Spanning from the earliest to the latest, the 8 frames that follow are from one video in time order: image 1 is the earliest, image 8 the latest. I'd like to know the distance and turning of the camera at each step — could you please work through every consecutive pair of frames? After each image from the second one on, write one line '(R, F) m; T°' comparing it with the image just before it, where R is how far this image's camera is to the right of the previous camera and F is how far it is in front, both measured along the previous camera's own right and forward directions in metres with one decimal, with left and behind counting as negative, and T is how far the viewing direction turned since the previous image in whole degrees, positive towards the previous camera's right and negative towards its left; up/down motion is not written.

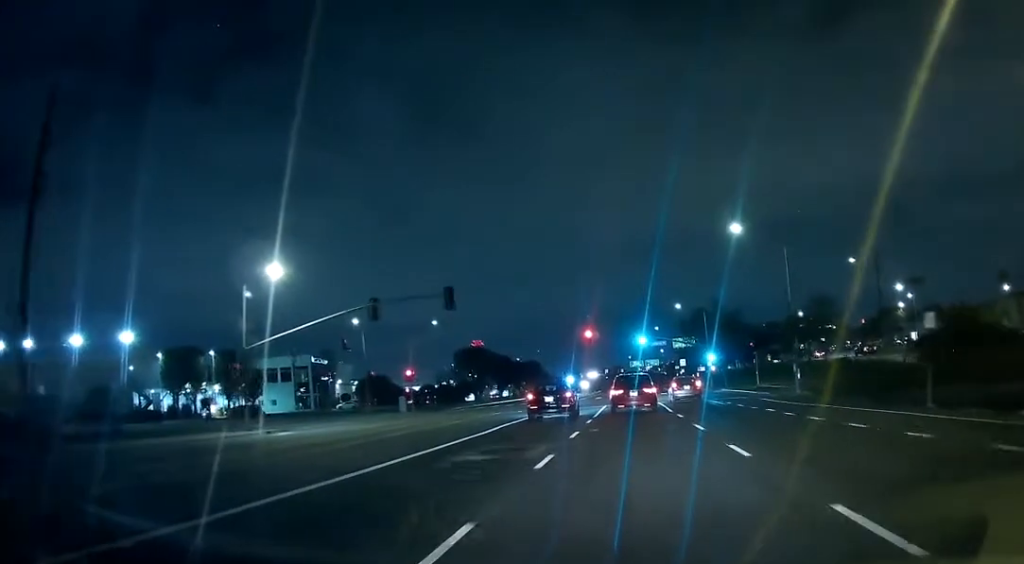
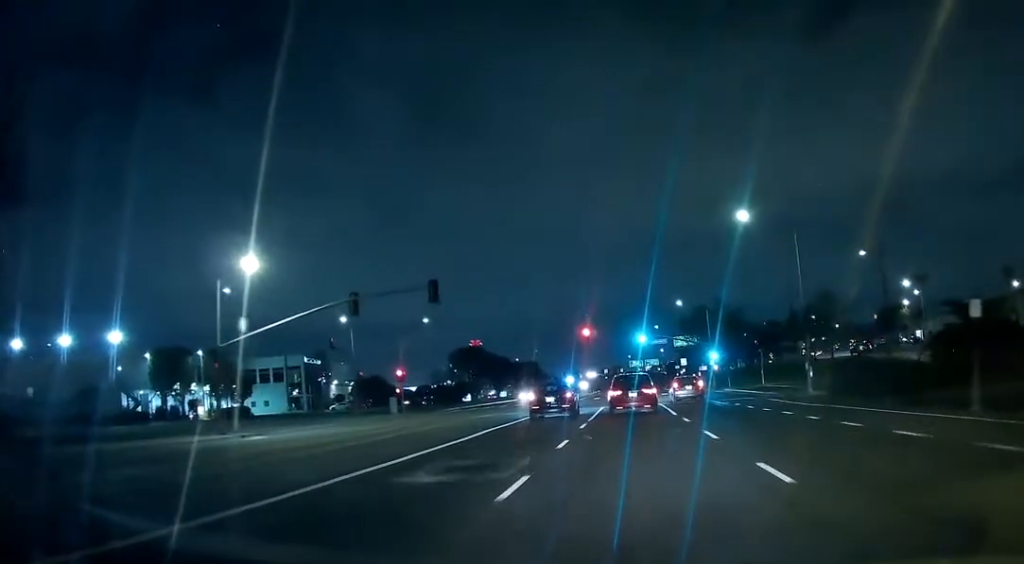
(0.0, +3.6) m; 0°
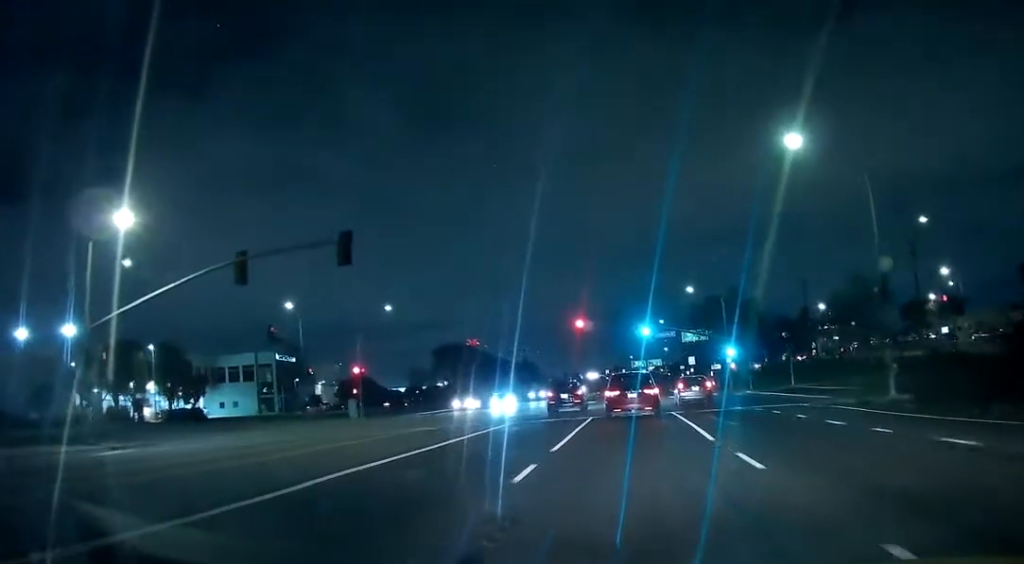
(-0.4, +13.4) m; -2°
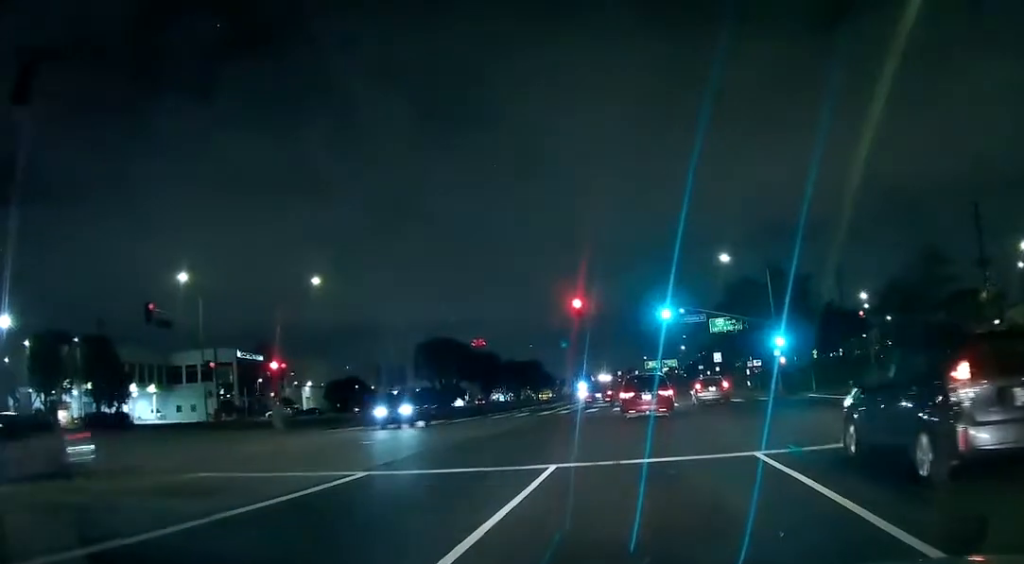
(+0.2, +18.4) m; +2°
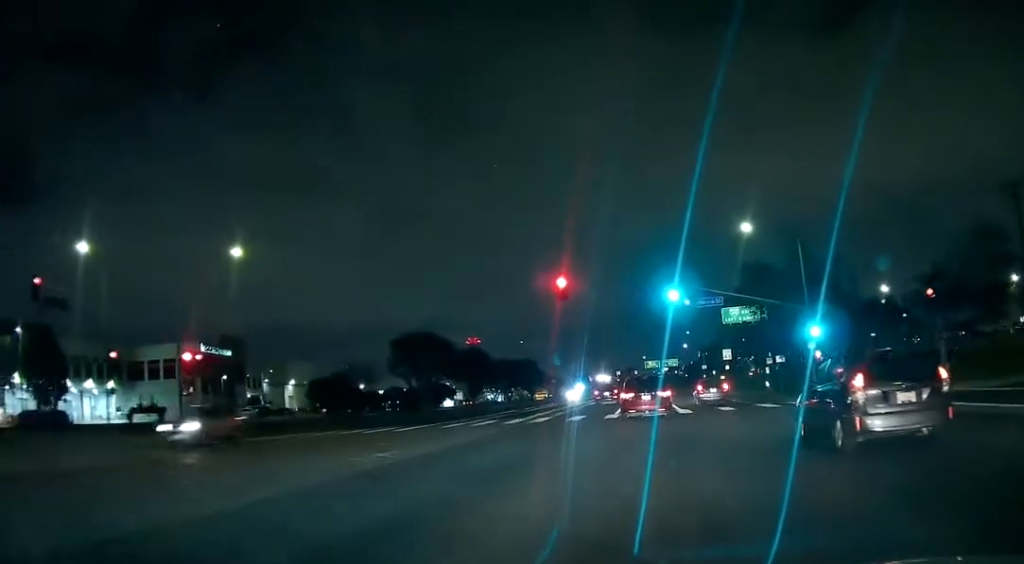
(+0.1, +10.7) m; 0°
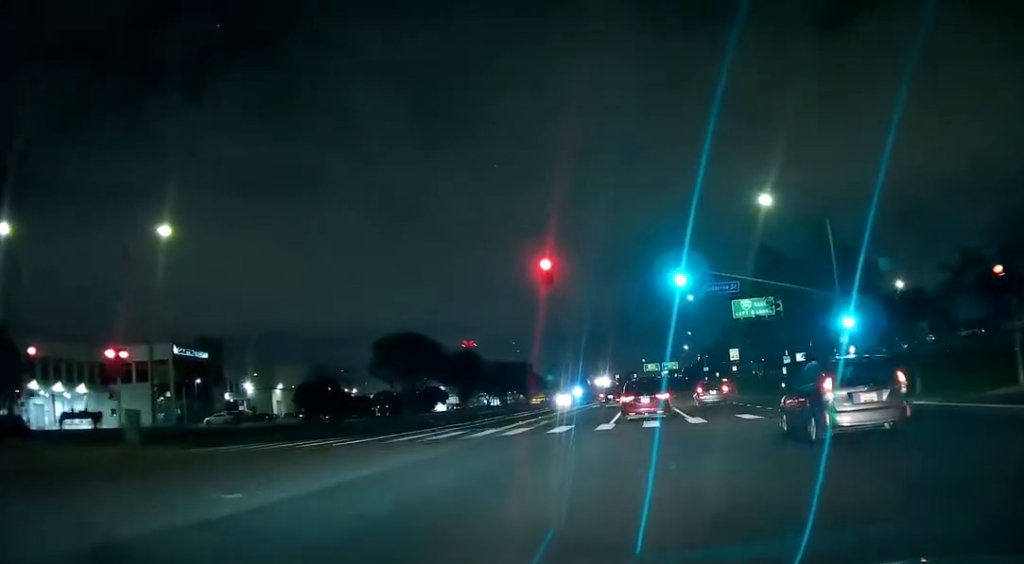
(-0.2, +7.2) m; 0°
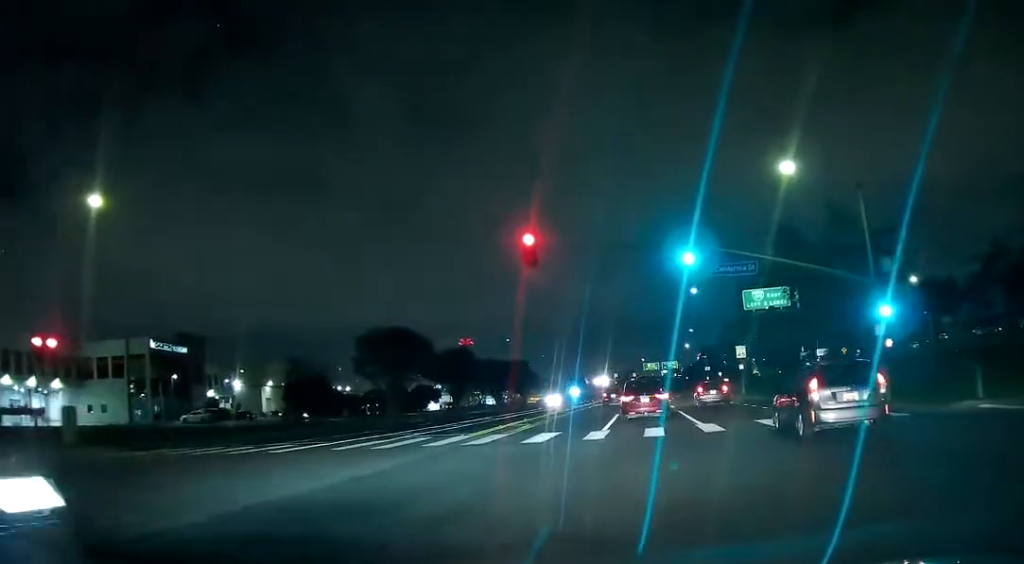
(0.0, +5.5) m; +1°
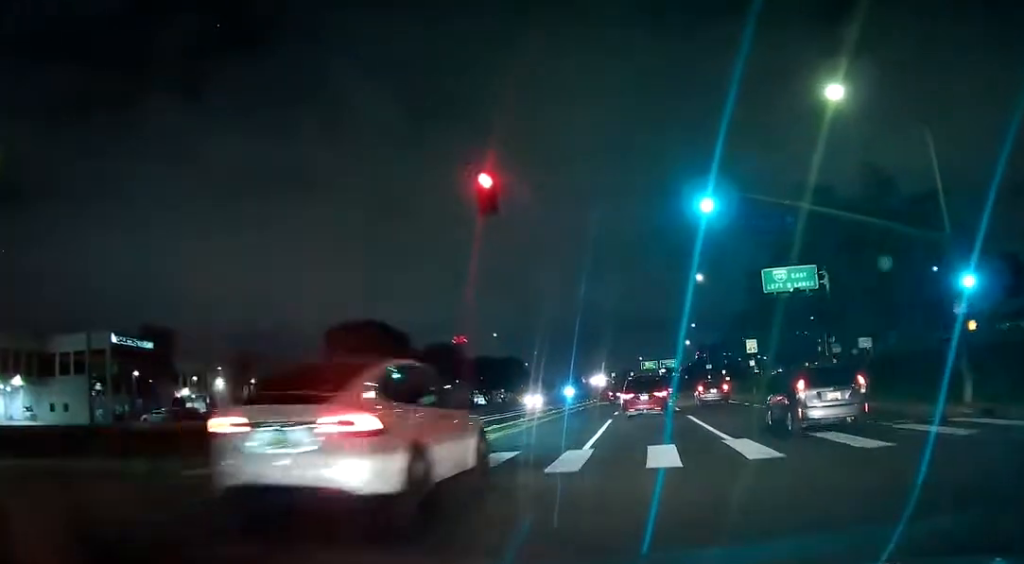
(+0.1, +8.3) m; +1°
